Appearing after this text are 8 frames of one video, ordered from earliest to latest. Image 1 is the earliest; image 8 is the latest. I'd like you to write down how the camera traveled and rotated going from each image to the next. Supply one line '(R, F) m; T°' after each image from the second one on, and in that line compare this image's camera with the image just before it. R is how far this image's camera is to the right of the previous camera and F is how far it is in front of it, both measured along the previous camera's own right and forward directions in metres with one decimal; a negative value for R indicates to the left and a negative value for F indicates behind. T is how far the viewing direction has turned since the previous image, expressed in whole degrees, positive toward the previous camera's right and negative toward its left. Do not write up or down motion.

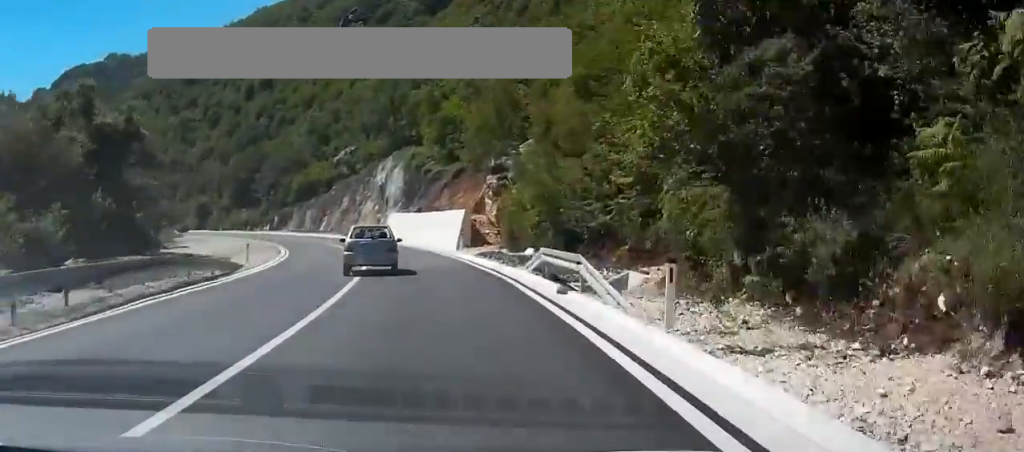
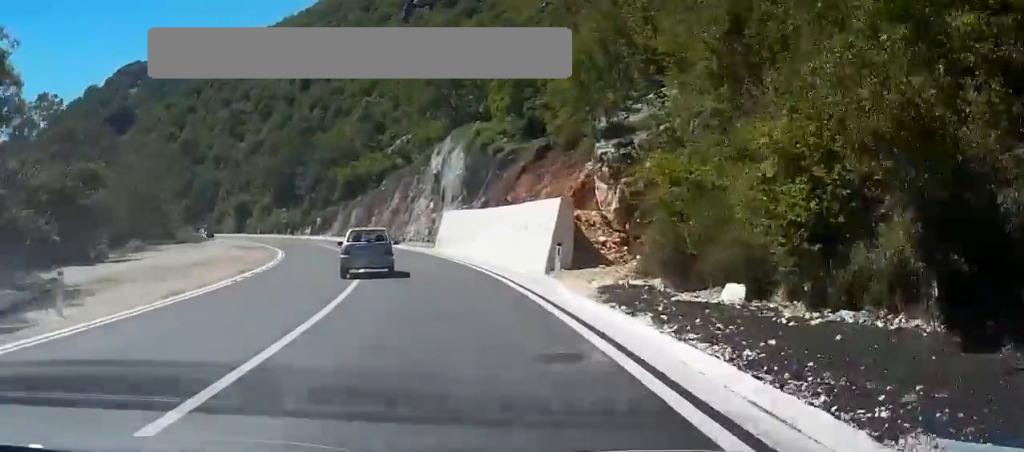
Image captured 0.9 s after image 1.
(-1.1, +18.4) m; -7°
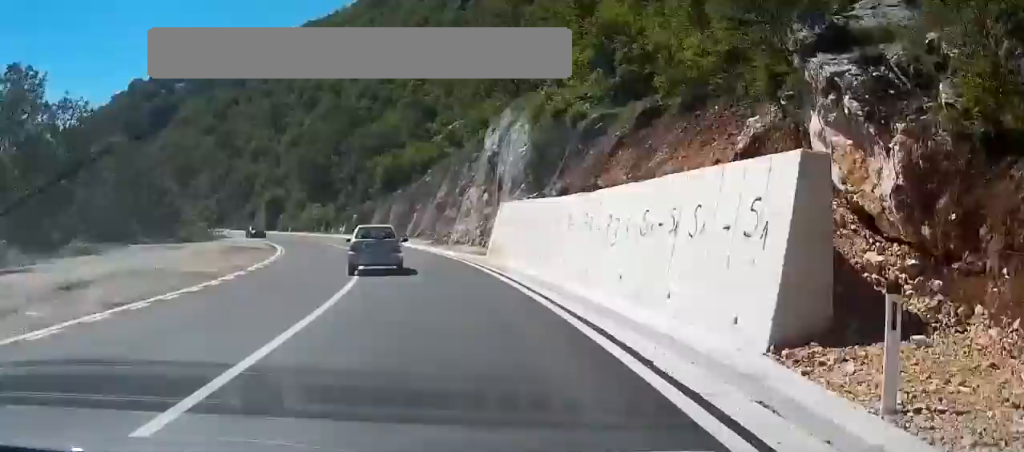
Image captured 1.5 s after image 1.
(-0.5, +13.5) m; -5°
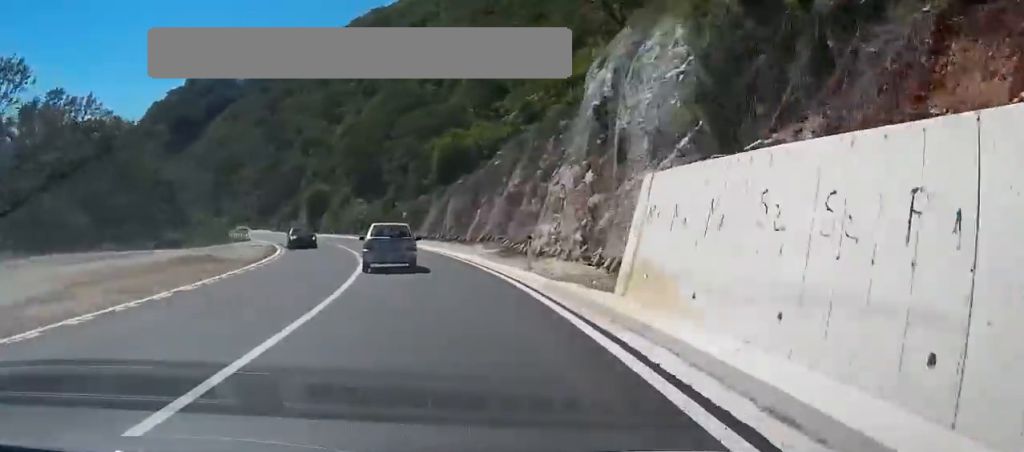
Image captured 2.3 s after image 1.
(-0.7, +17.1) m; -6°
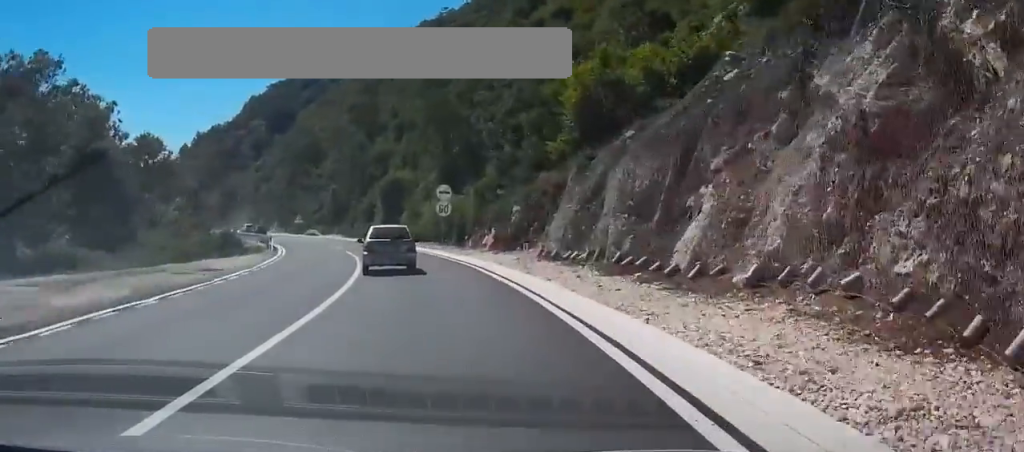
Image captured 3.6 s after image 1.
(-2.7, +28.0) m; -10°
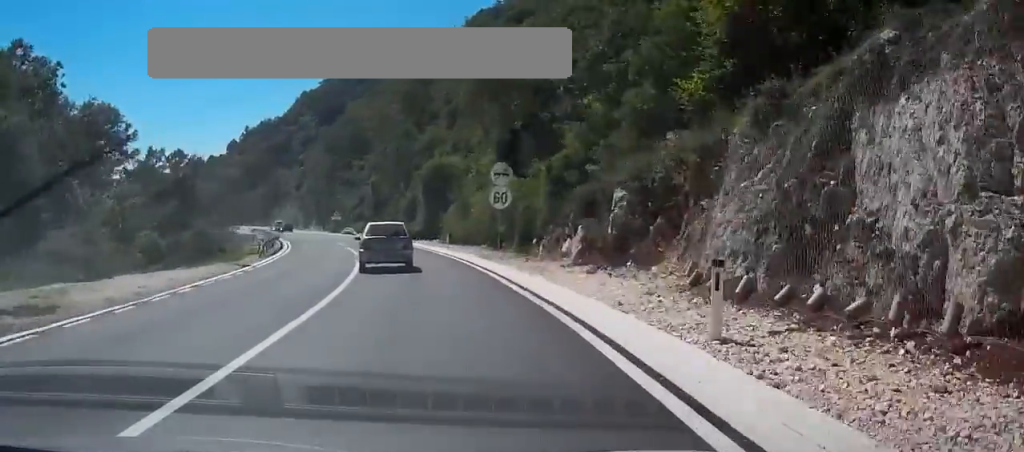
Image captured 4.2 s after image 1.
(-0.4, +13.8) m; -5°
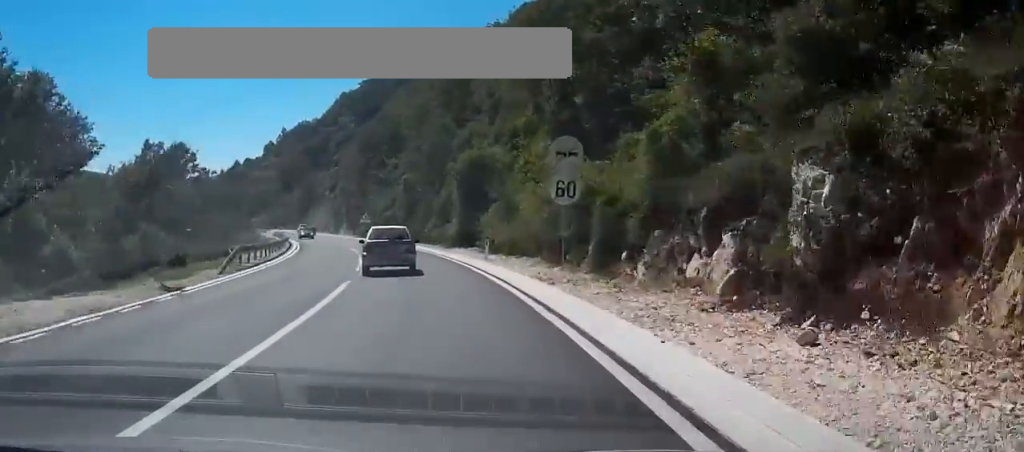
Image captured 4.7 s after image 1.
(-0.4, +10.1) m; -4°
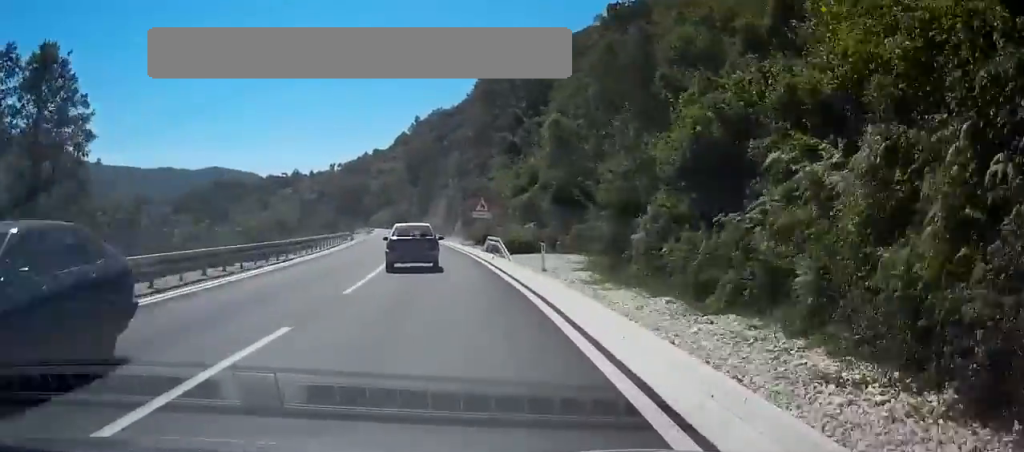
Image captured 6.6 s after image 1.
(-4.9, +39.7) m; -13°
